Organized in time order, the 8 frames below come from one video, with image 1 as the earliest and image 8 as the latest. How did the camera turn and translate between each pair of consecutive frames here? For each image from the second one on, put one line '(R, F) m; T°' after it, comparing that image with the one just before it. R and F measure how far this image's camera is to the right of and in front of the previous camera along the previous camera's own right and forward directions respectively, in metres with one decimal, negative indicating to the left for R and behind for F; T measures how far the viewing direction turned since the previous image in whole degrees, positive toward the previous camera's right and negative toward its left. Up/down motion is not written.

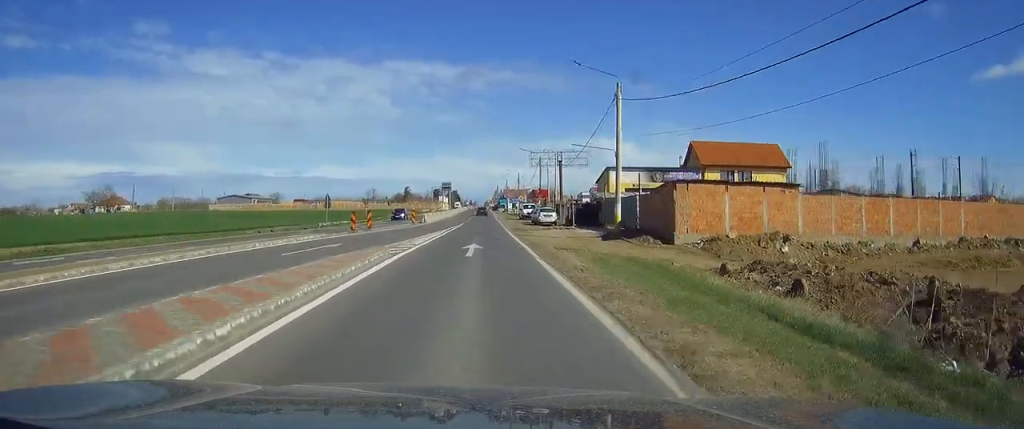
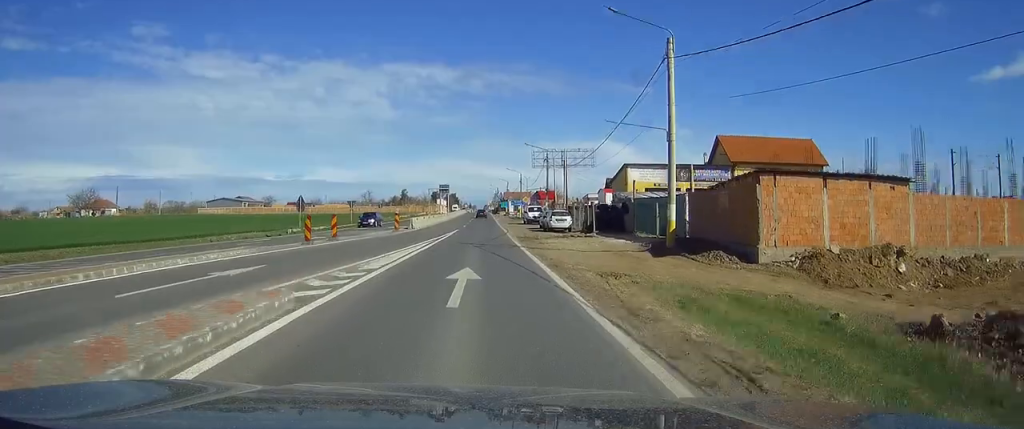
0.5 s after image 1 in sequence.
(0.0, +10.7) m; 0°
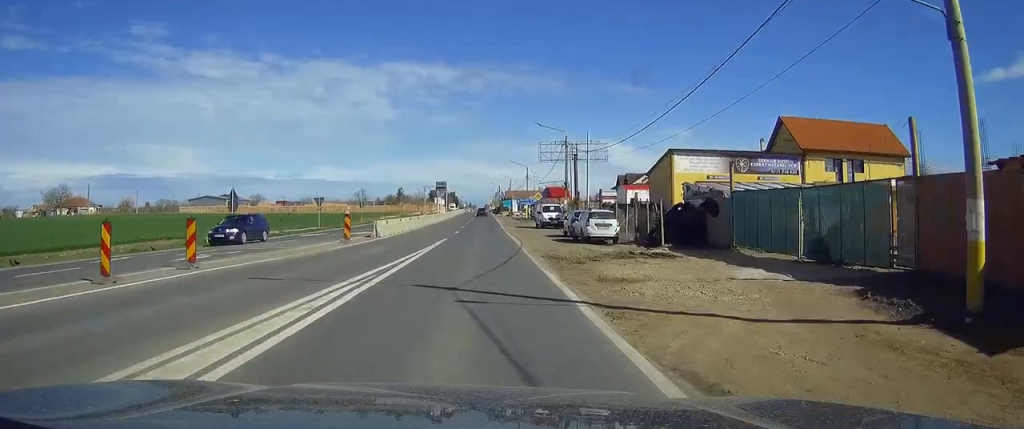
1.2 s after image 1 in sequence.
(0.0, +17.6) m; 0°
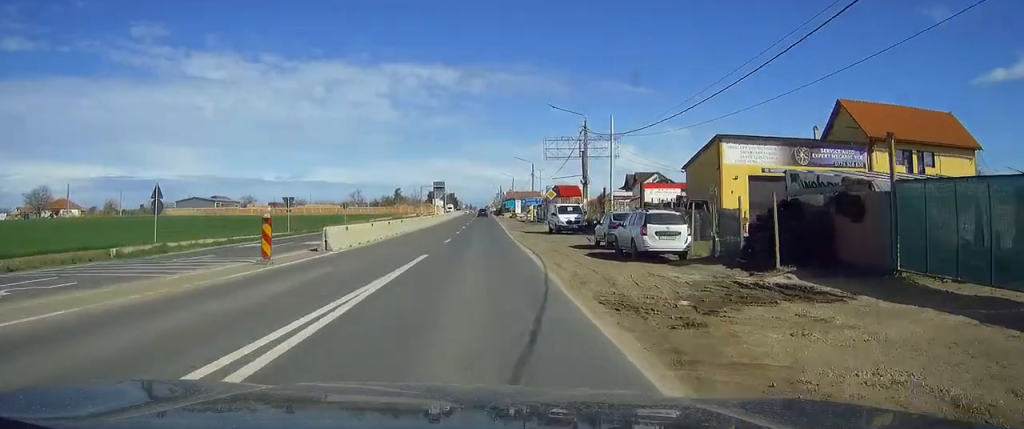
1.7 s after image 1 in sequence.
(0.0, +11.4) m; 0°
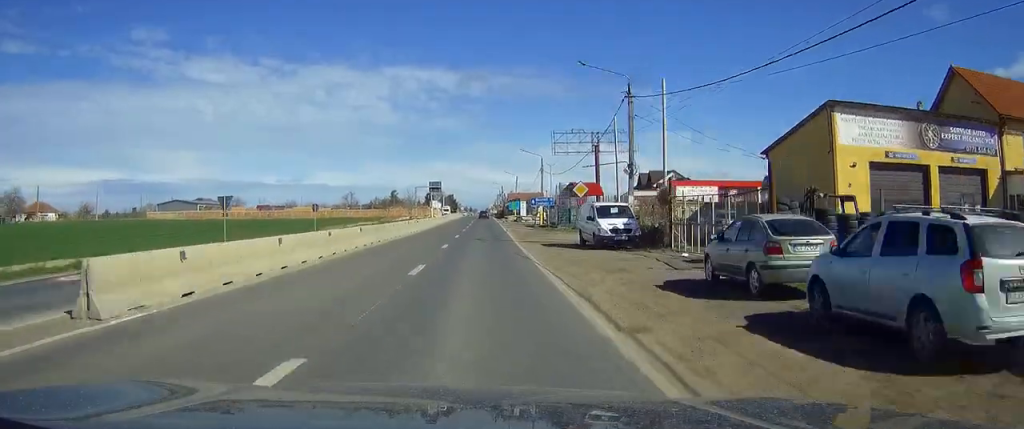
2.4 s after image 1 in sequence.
(0.0, +15.2) m; 0°
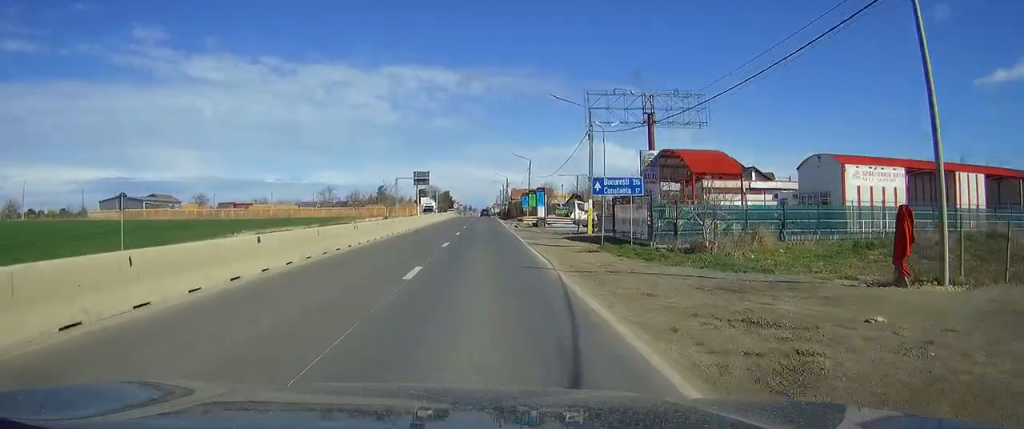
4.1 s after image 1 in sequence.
(+0.1, +38.3) m; 0°
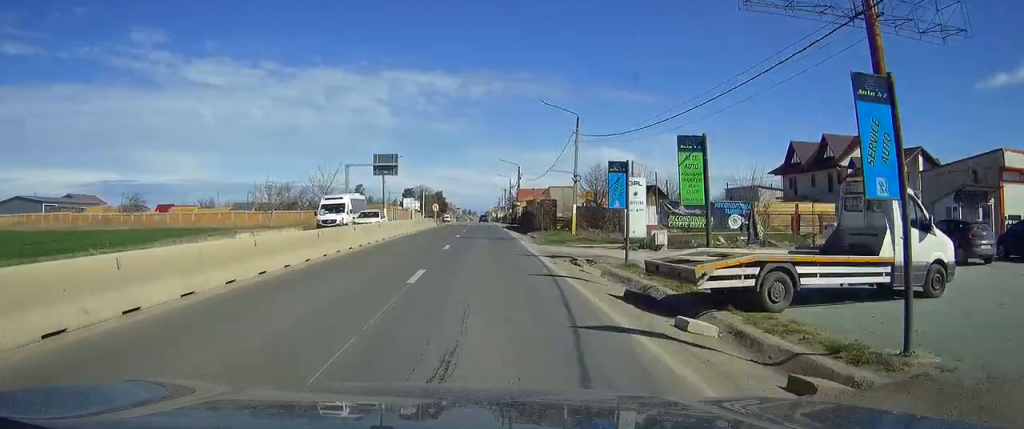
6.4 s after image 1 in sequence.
(-0.1, +48.8) m; 0°
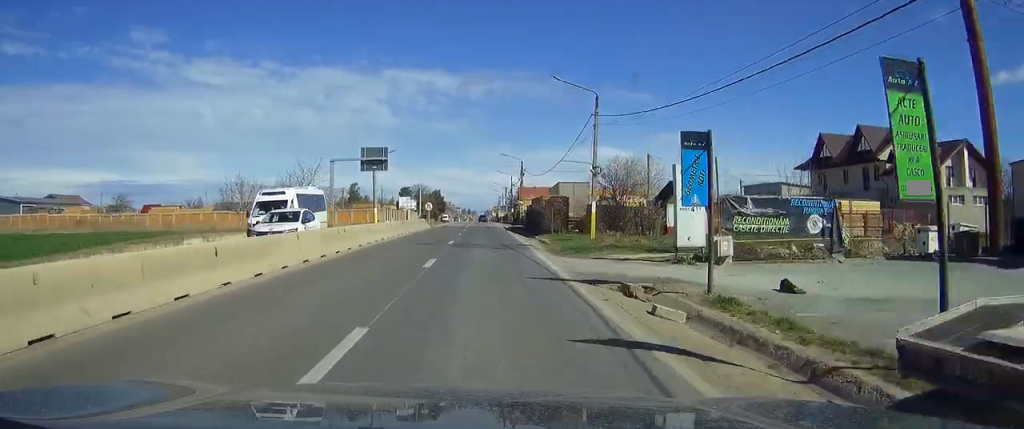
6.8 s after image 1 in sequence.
(0.0, +8.3) m; 0°
